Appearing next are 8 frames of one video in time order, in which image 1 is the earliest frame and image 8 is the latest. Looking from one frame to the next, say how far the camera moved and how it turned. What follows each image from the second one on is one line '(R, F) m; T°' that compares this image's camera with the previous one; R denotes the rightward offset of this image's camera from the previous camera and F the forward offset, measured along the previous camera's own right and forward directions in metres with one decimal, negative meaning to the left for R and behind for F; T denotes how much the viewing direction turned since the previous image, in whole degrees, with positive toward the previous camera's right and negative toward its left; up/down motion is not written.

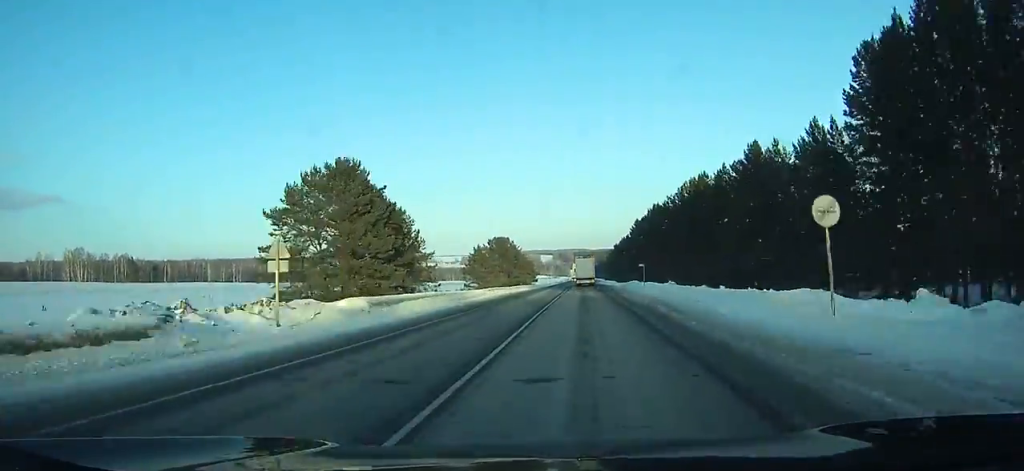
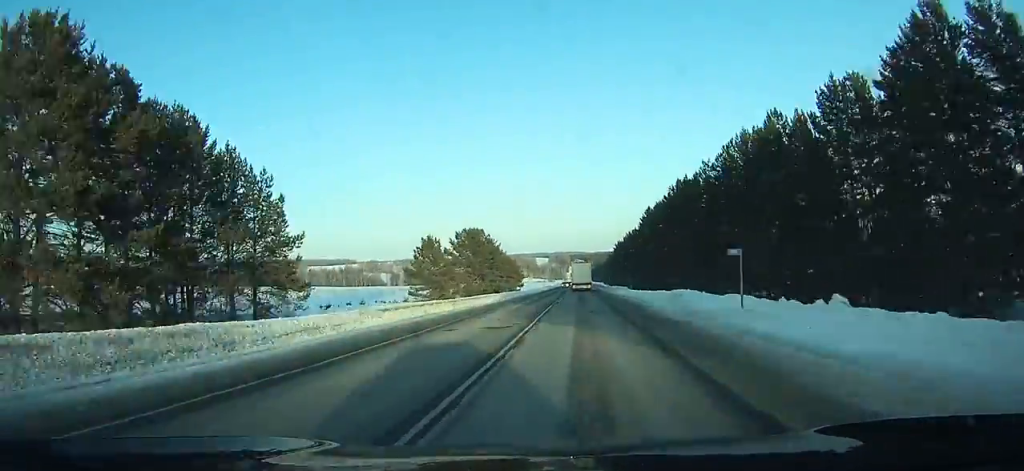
(-0.1, +32.6) m; 0°
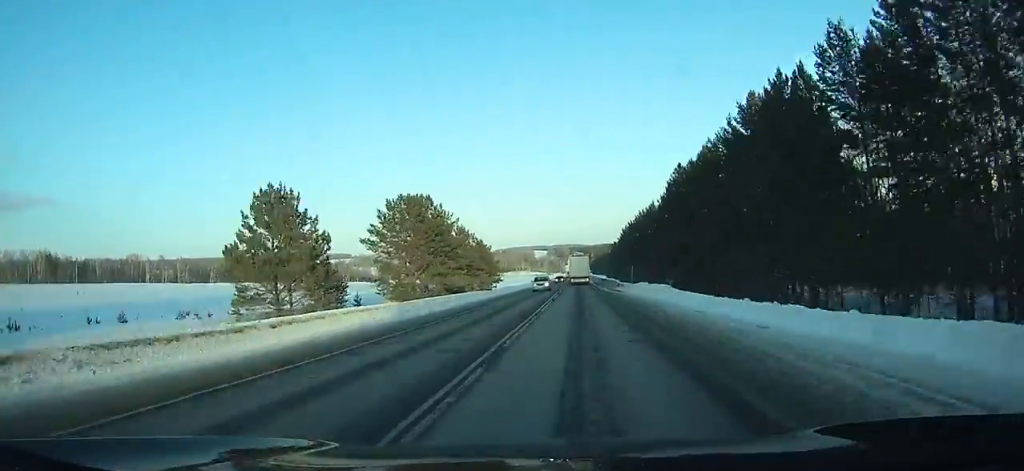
(+0.3, +39.5) m; 0°
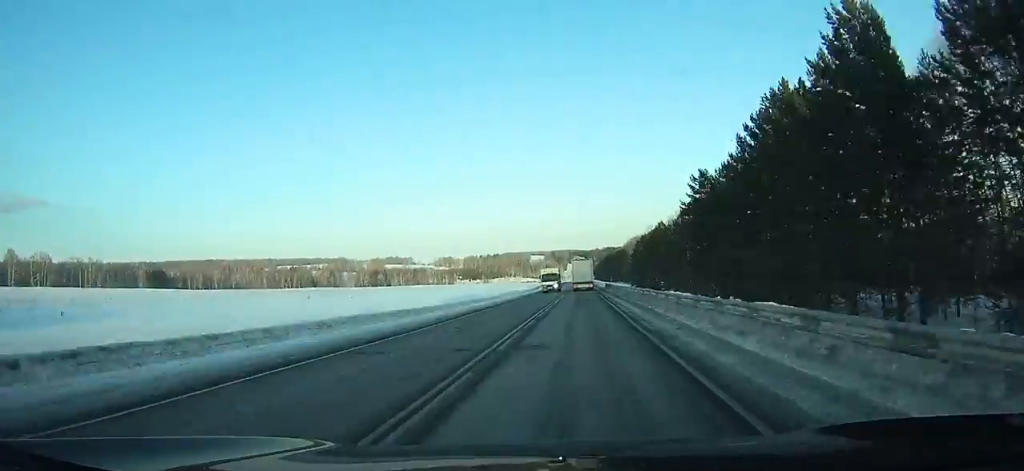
(+0.6, +143.0) m; 0°
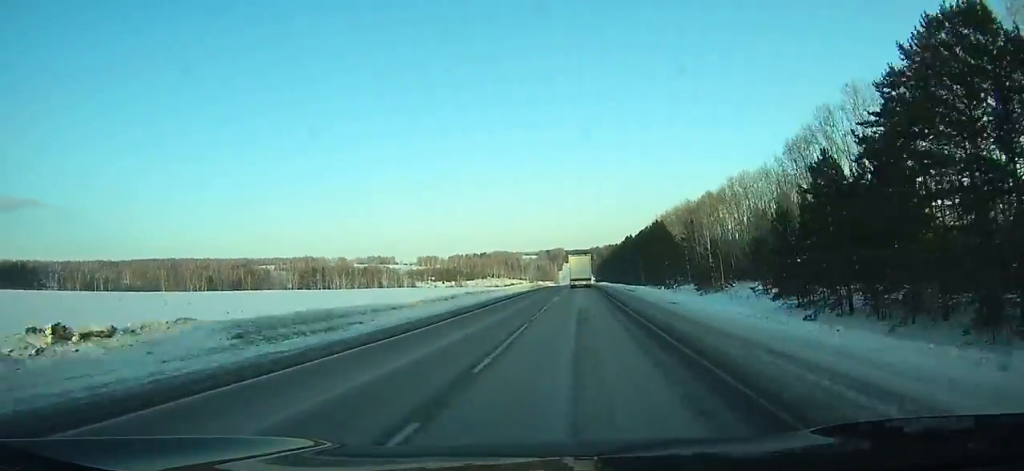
(-0.5, +140.5) m; 0°
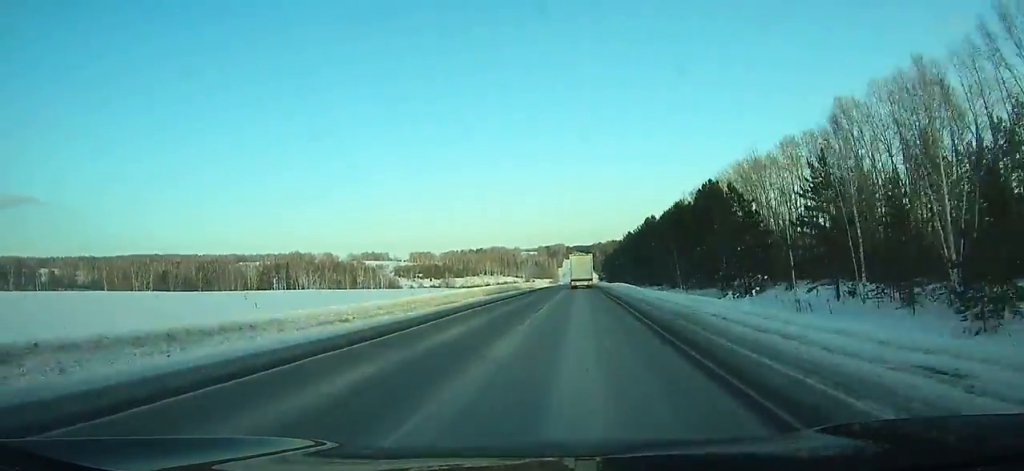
(0.0, +56.8) m; 0°
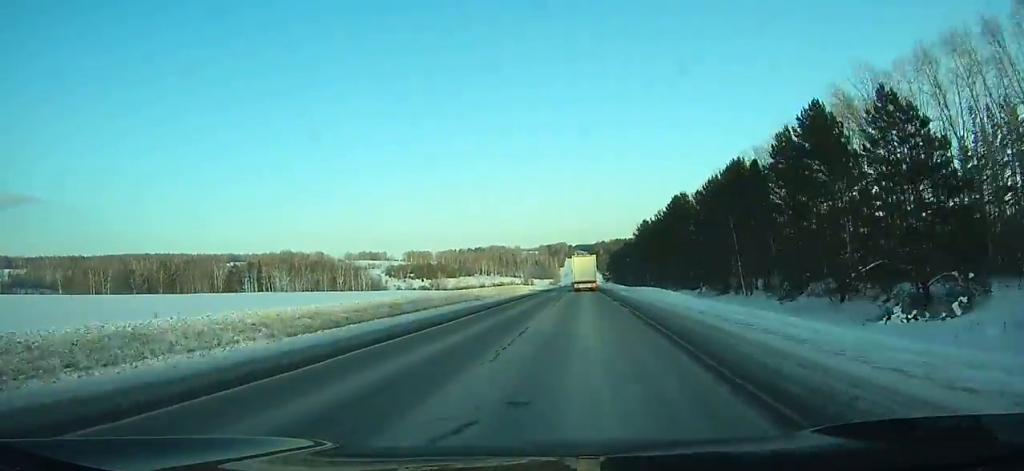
(-0.3, +39.7) m; 0°
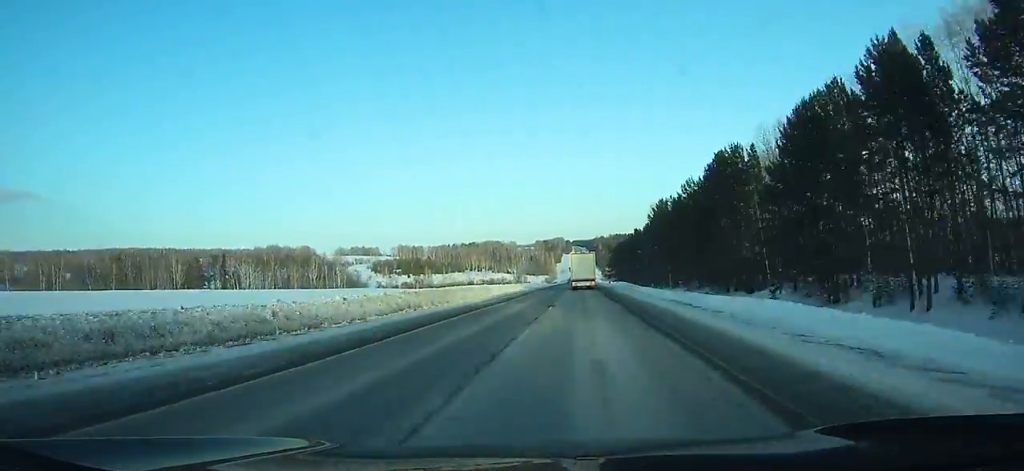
(+0.1, +34.6) m; 0°
